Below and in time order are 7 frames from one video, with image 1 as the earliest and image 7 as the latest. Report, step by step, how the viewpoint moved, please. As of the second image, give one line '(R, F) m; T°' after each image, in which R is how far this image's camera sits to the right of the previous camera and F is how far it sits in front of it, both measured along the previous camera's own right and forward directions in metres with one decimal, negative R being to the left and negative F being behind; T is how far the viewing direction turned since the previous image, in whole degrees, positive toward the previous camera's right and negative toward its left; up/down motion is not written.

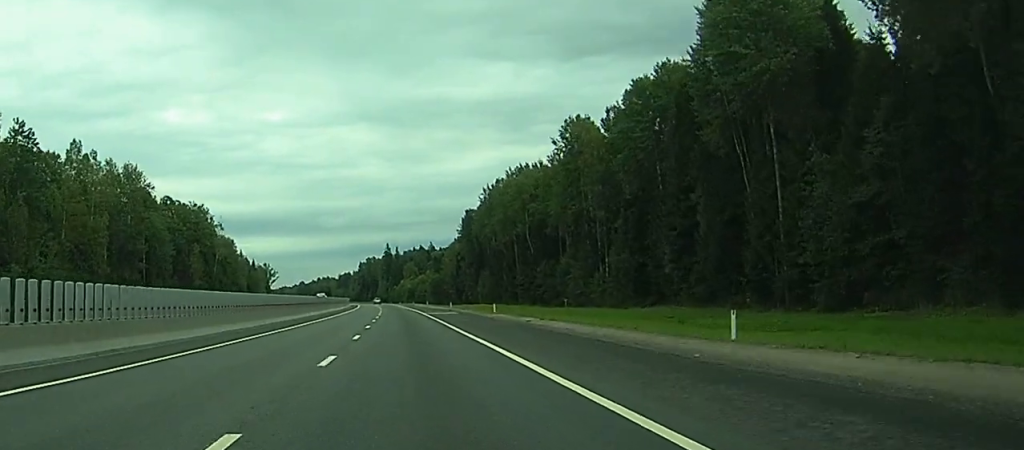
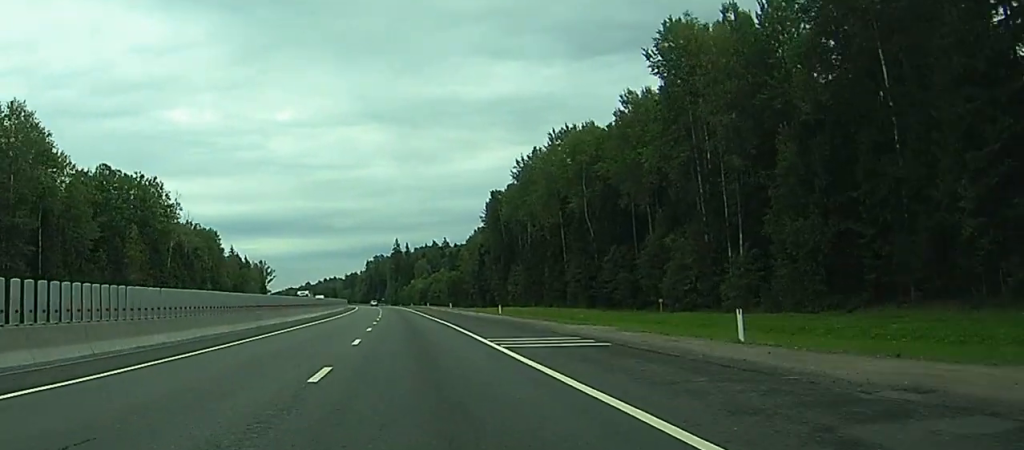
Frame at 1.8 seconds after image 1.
(-0.1, +51.1) m; 0°
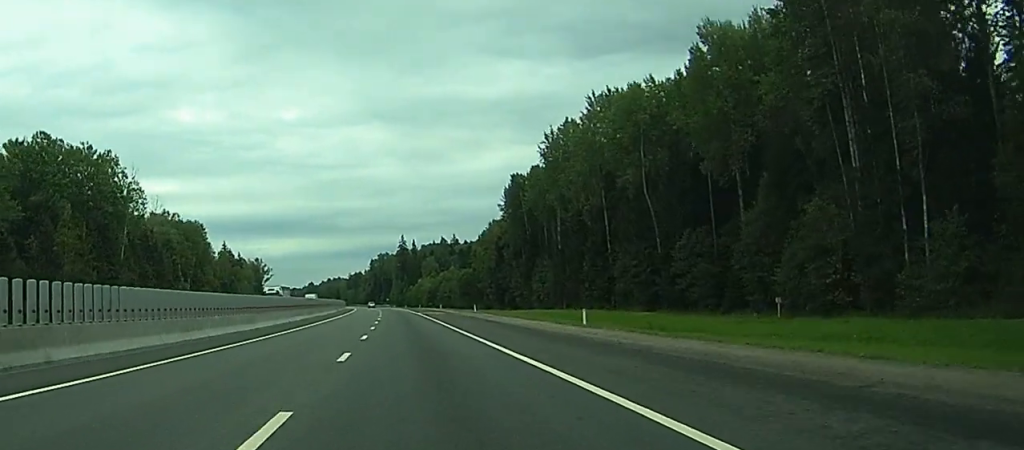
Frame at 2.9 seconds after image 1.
(-0.1, +30.7) m; -1°
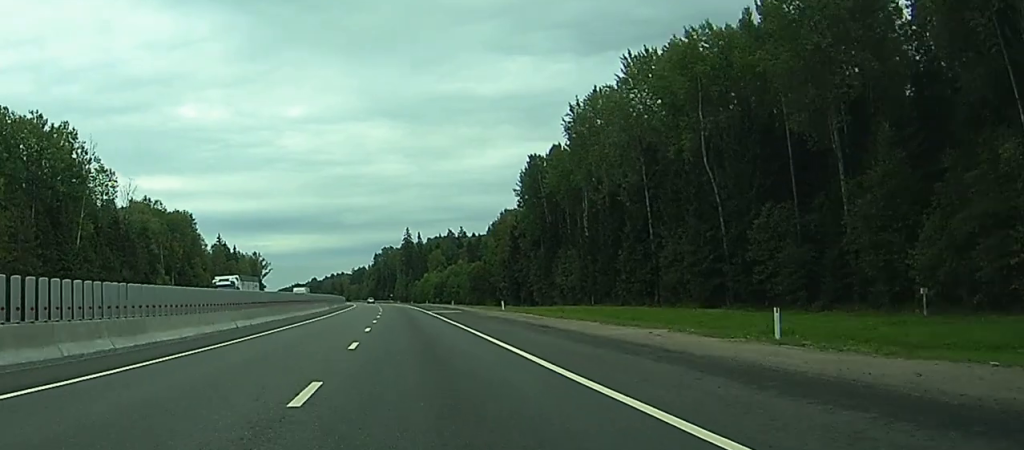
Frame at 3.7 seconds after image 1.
(-0.1, +20.5) m; 0°
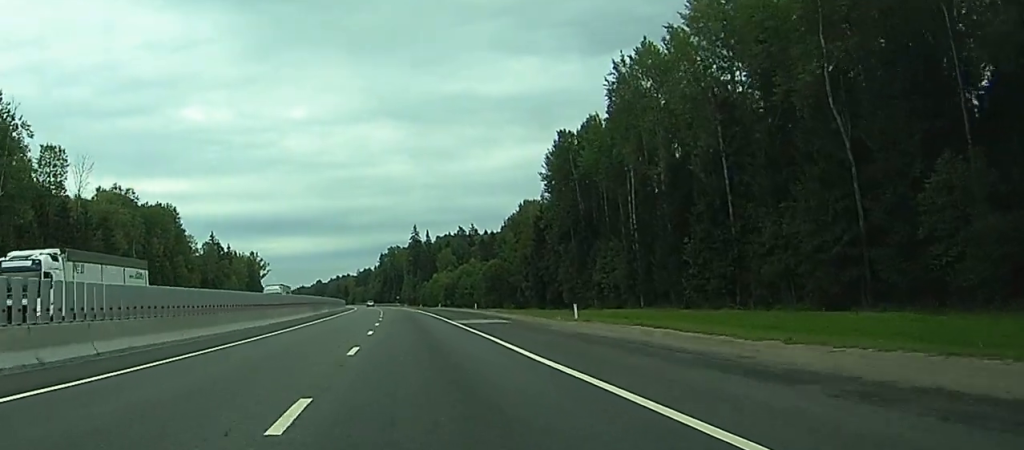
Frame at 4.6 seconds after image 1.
(-0.1, +26.1) m; 0°
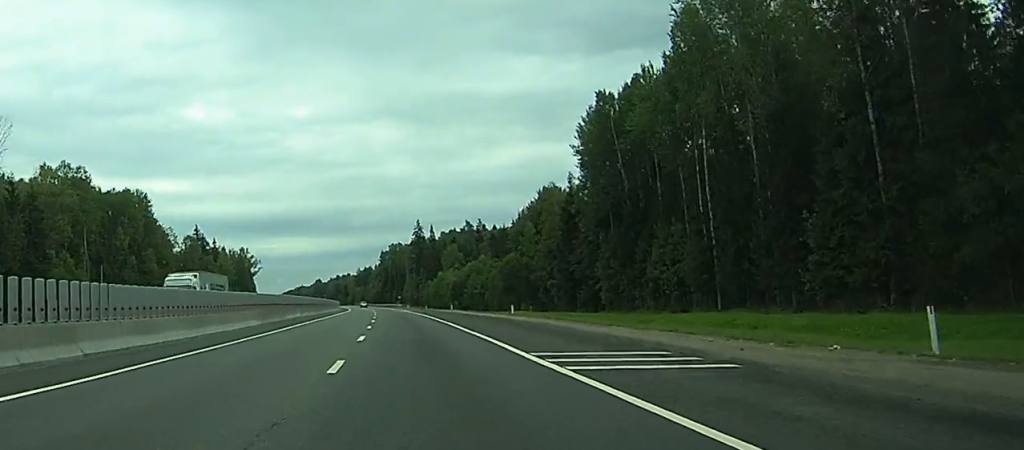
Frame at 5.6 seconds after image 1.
(+0.1, +28.8) m; 0°
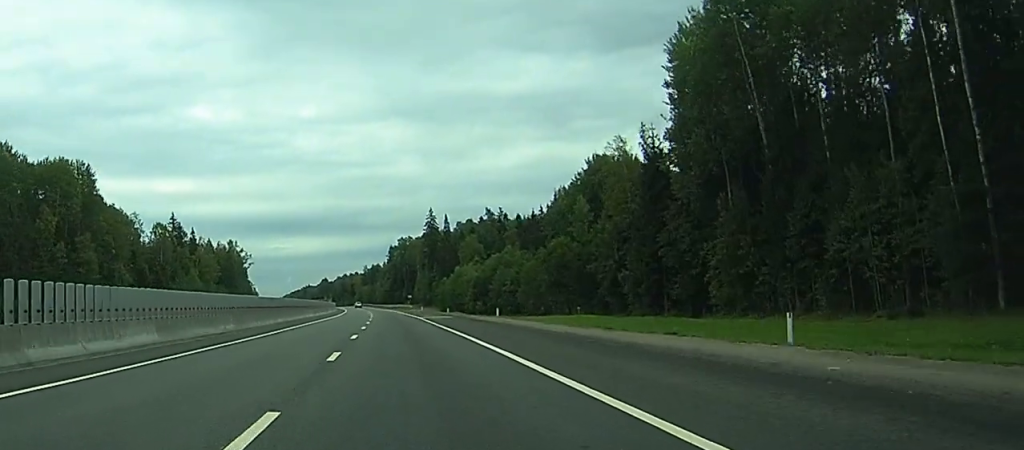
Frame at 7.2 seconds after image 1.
(-0.3, +44.4) m; -1°
